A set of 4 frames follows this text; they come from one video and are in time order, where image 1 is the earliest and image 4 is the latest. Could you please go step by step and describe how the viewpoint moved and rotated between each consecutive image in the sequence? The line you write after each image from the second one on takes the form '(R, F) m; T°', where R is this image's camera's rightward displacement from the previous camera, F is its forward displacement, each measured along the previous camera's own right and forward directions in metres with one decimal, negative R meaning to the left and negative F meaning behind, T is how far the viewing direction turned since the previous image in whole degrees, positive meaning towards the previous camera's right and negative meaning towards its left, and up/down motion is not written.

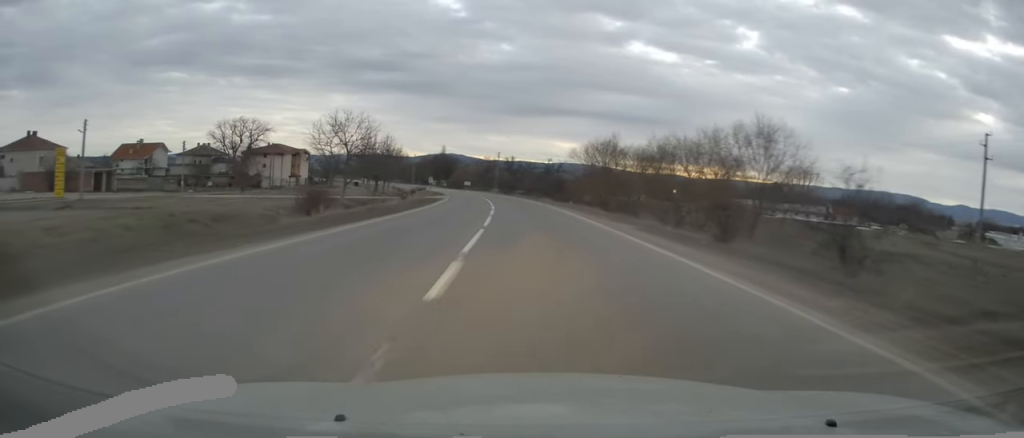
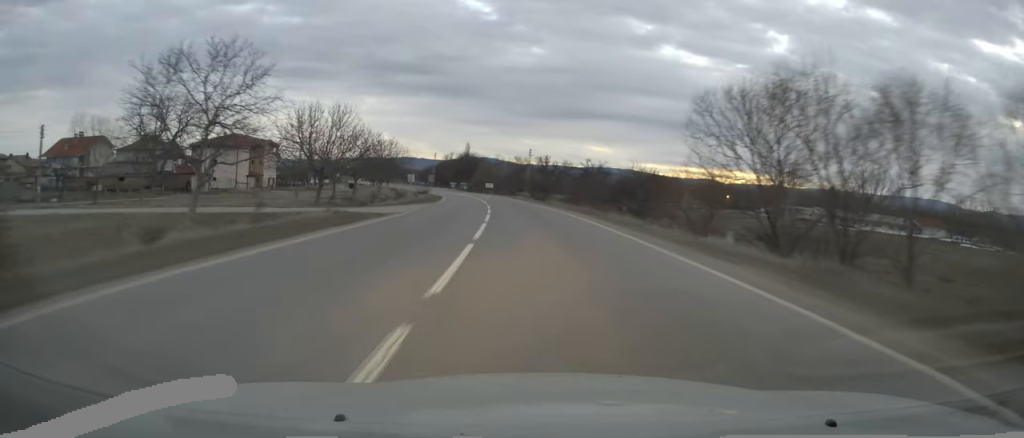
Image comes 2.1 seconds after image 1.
(-1.1, +35.2) m; -3°
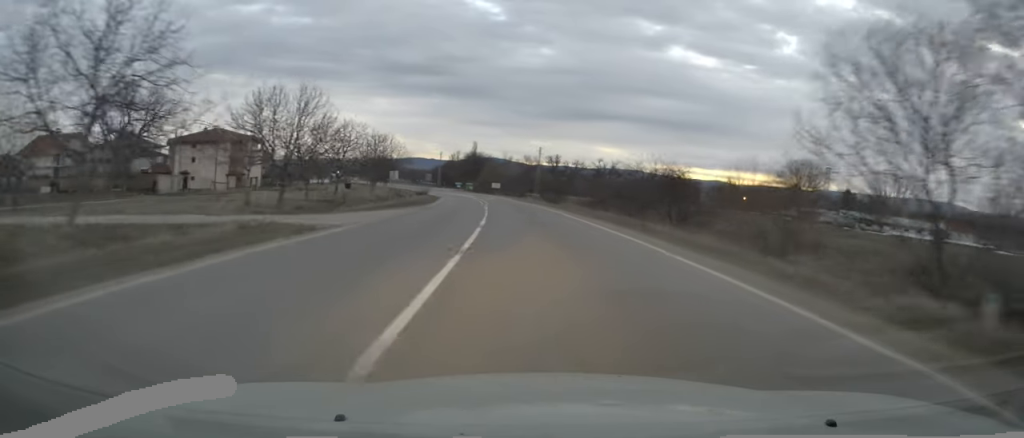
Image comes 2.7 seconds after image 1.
(0.0, +10.2) m; -1°
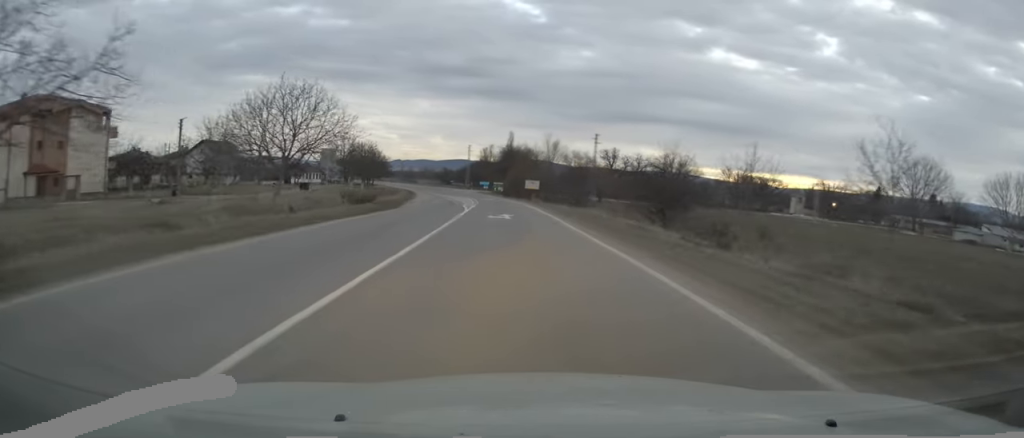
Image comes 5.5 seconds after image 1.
(-1.1, +47.7) m; -3°
